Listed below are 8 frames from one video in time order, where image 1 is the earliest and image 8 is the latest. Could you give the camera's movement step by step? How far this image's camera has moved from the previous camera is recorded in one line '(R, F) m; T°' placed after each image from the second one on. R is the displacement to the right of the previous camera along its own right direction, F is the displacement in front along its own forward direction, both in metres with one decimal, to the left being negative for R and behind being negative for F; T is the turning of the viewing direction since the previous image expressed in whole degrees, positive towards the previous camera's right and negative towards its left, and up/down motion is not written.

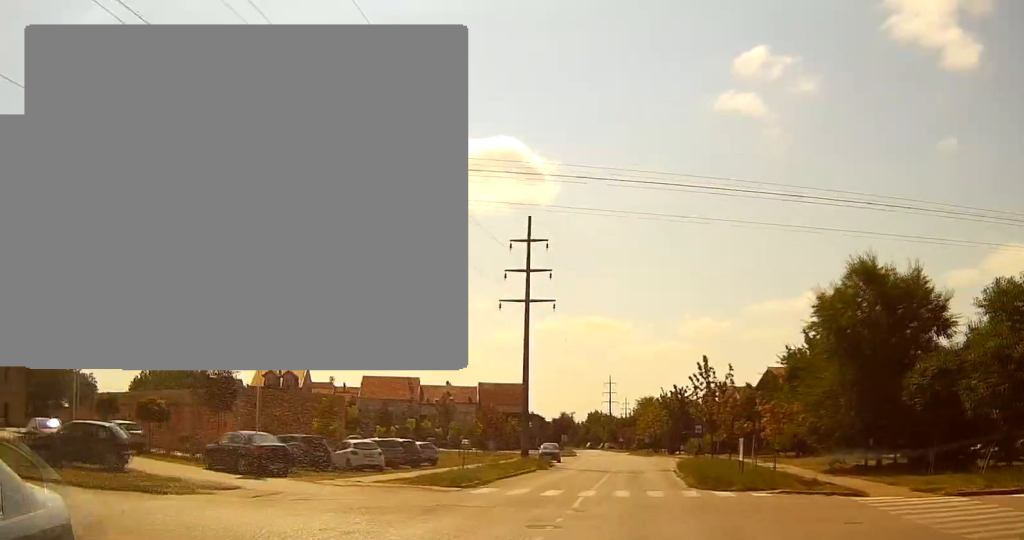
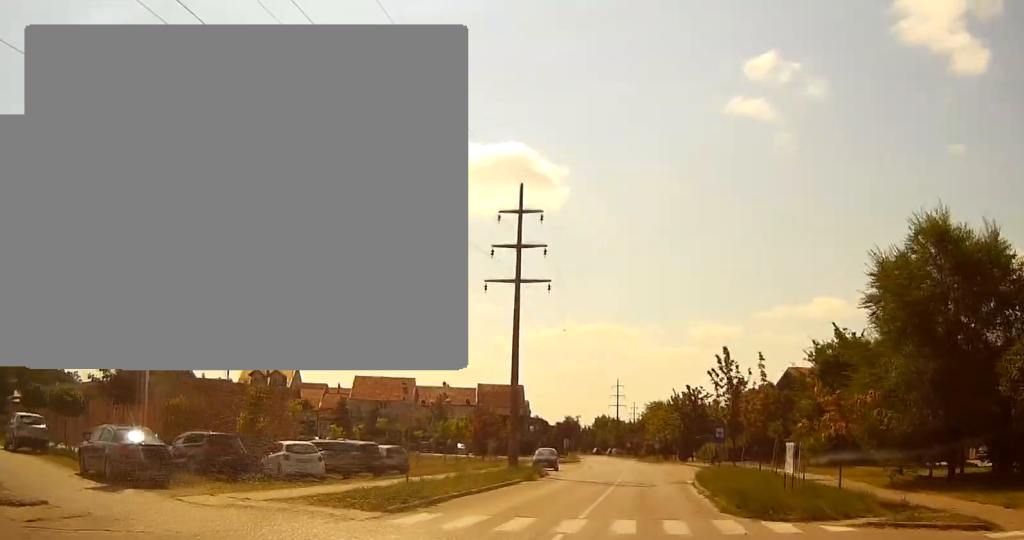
(0.0, +9.2) m; 0°
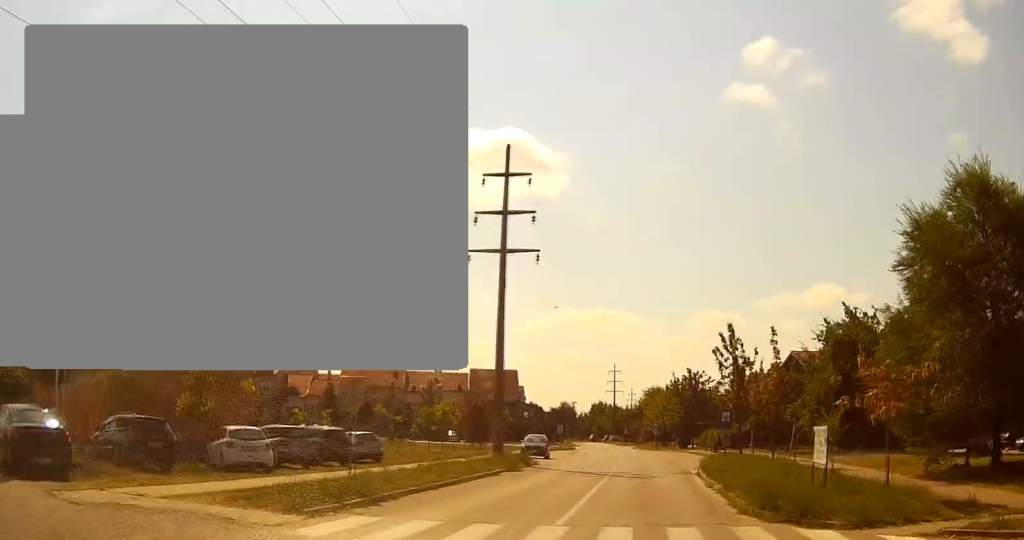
(0.0, +4.5) m; 0°
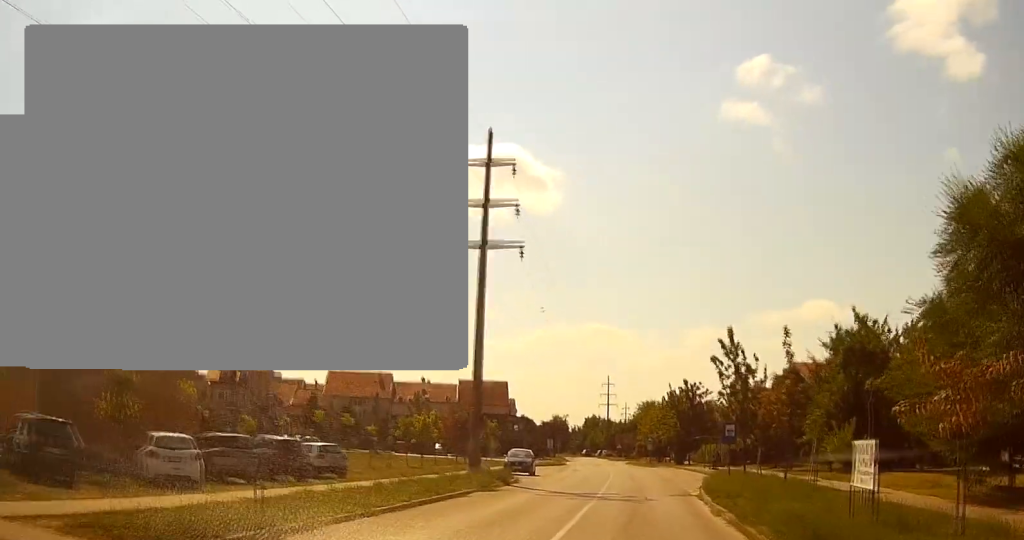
(-0.1, +4.5) m; 0°
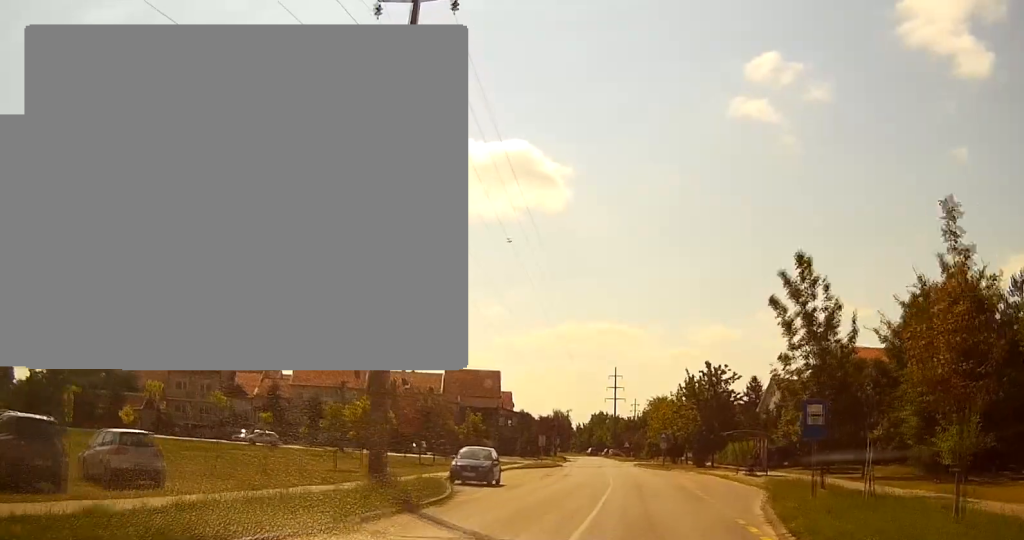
(-0.1, +16.7) m; -3°
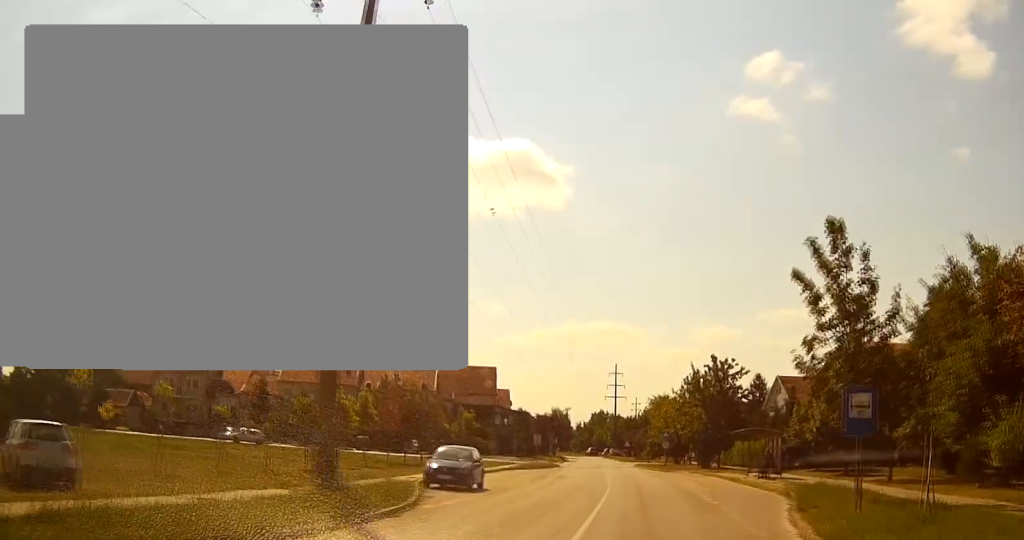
(0.0, +4.3) m; -1°
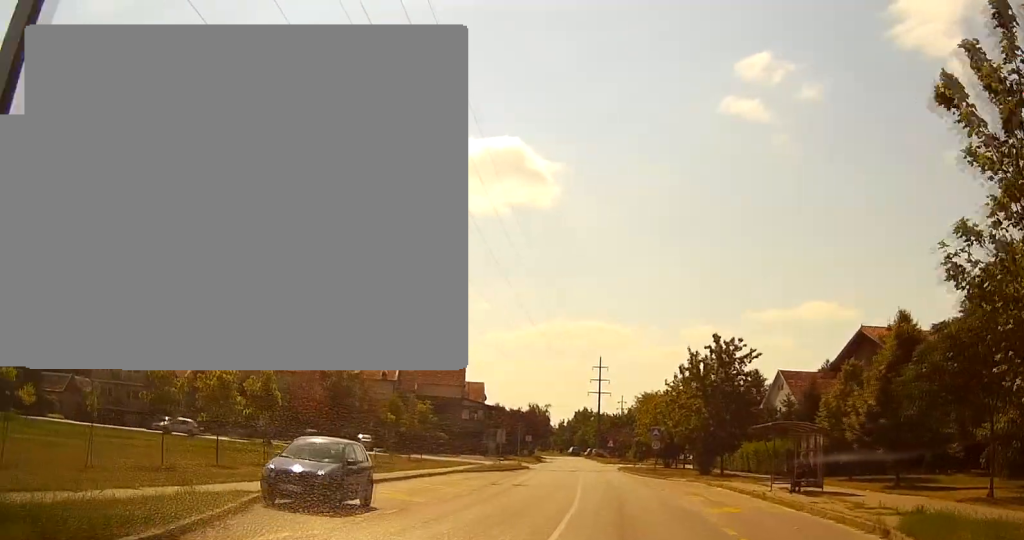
(-0.1, +12.1) m; +1°
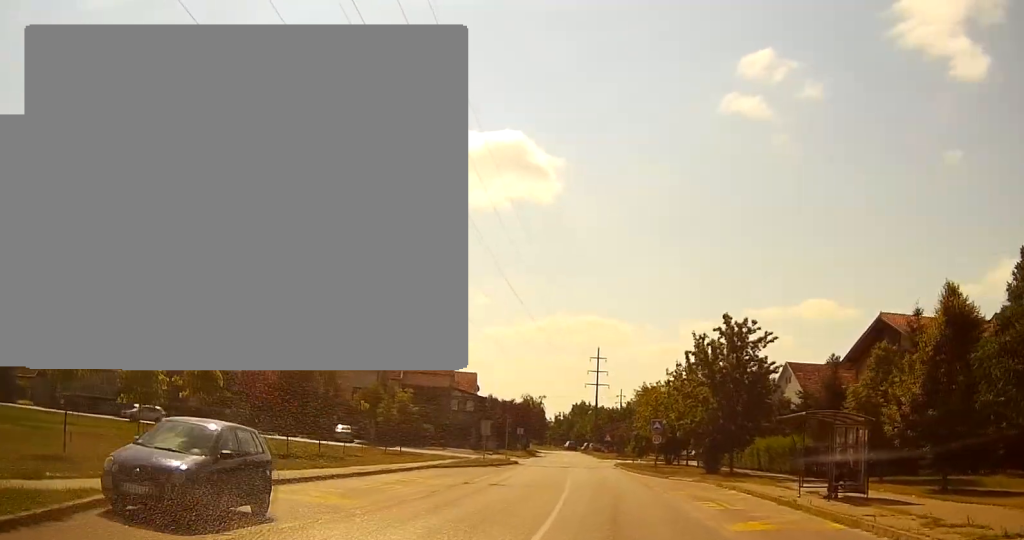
(+0.1, +5.9) m; +1°
